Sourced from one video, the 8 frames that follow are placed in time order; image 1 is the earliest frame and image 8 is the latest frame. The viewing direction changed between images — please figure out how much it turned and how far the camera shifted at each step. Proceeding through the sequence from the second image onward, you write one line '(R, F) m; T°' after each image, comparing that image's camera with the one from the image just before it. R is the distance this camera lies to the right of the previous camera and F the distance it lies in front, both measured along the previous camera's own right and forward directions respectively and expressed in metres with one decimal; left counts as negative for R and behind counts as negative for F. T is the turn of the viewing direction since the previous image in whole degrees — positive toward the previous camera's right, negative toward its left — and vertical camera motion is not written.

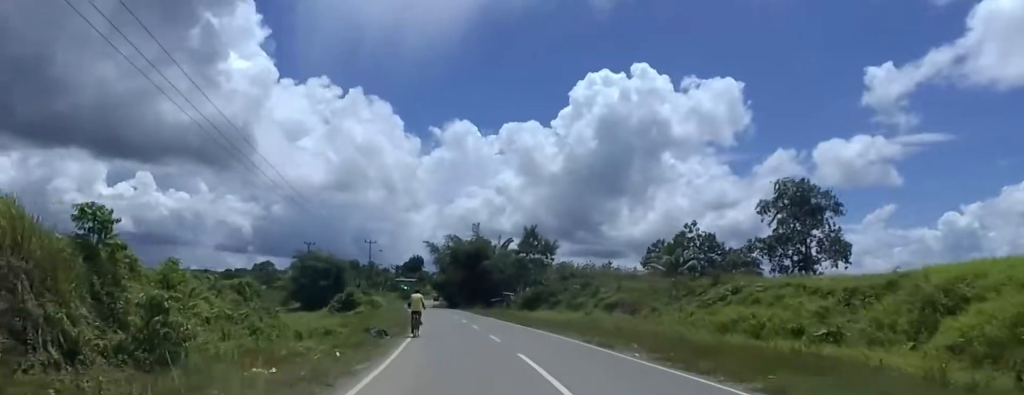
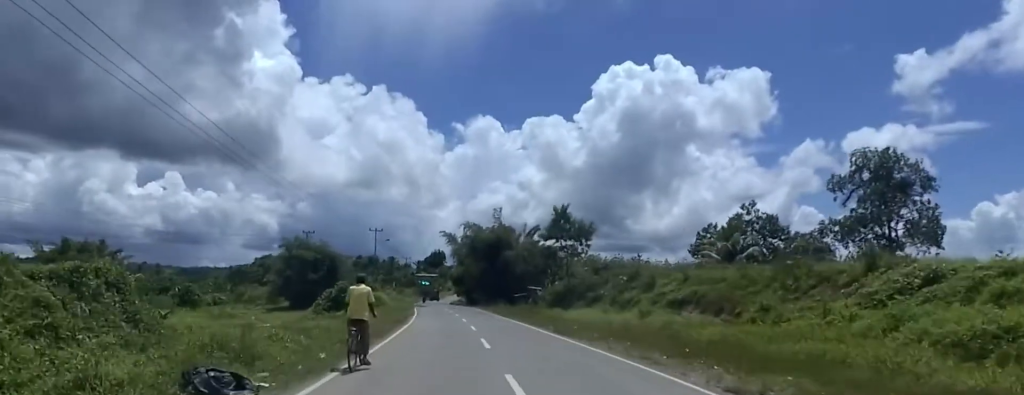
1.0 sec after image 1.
(0.0, +12.2) m; +2°
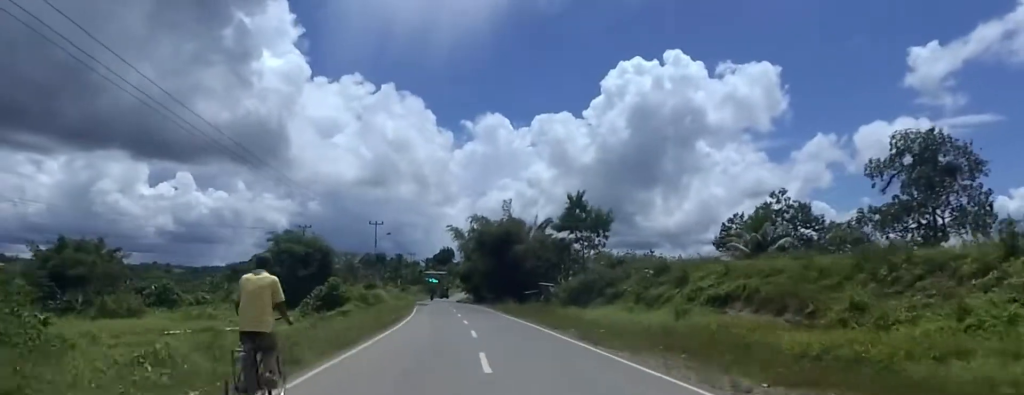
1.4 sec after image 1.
(+0.4, +5.5) m; -2°
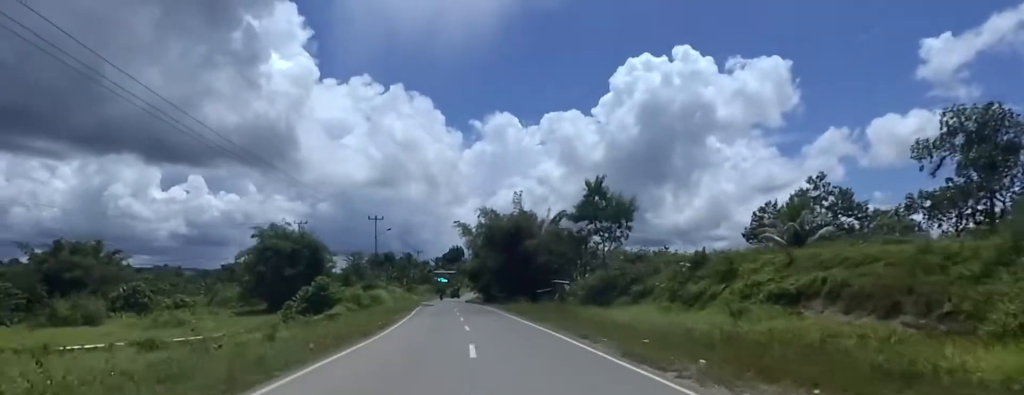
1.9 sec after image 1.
(+0.6, +5.9) m; -2°
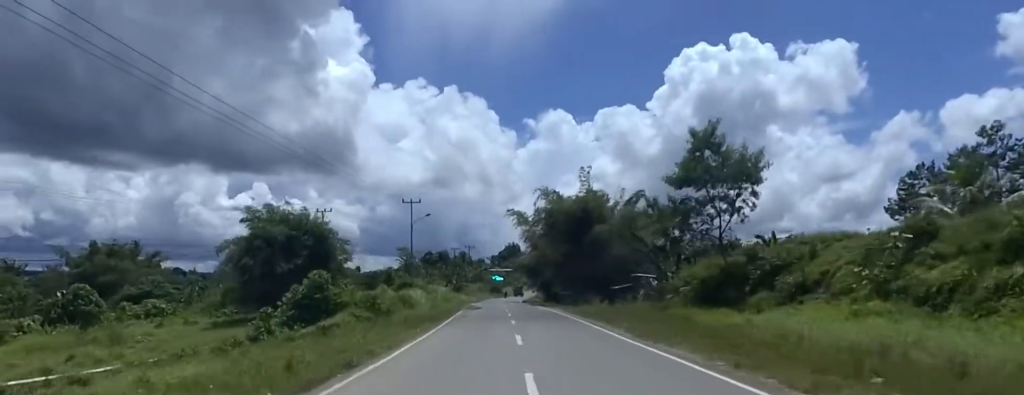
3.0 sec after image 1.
(-2.0, +13.2) m; -10°
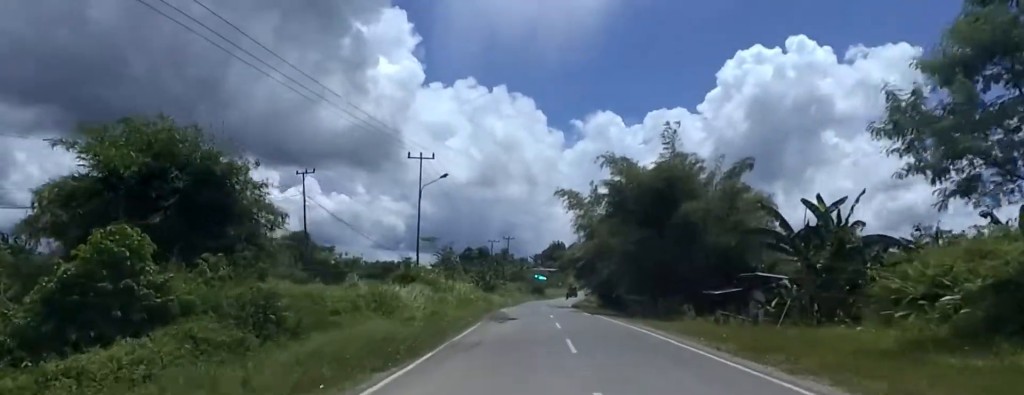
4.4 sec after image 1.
(-0.3, +17.3) m; +2°
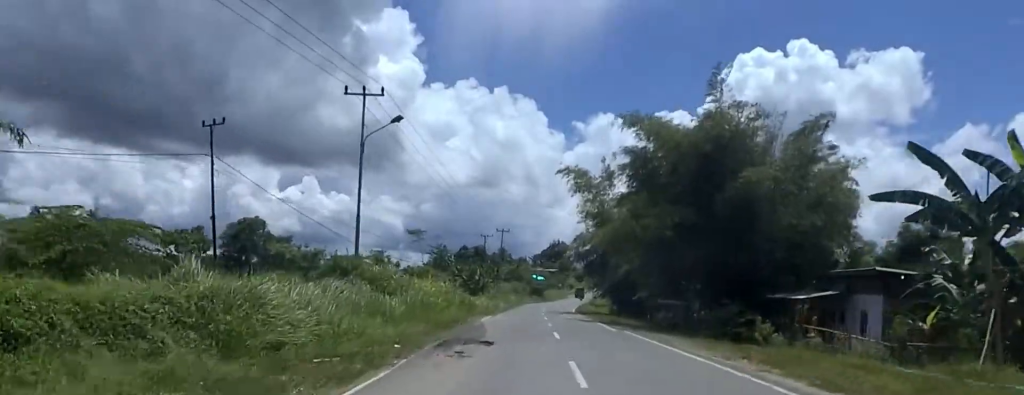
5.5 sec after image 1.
(+0.5, +12.3) m; +4°
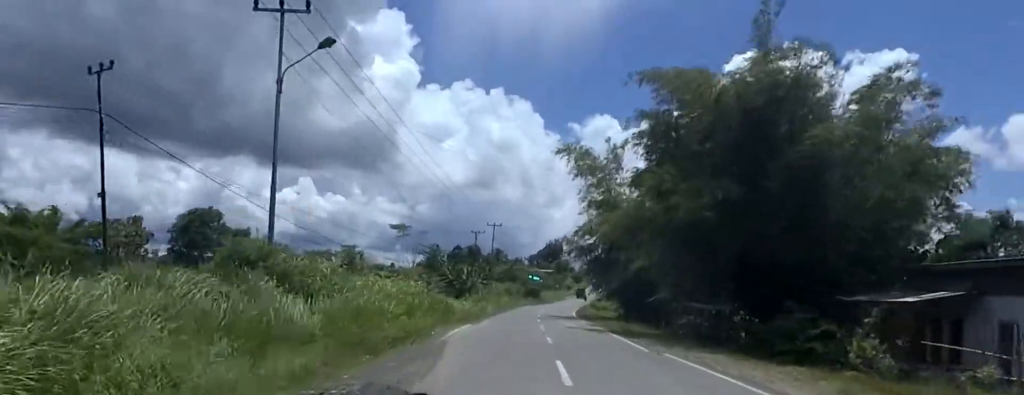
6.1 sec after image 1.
(+0.2, +8.0) m; +1°
